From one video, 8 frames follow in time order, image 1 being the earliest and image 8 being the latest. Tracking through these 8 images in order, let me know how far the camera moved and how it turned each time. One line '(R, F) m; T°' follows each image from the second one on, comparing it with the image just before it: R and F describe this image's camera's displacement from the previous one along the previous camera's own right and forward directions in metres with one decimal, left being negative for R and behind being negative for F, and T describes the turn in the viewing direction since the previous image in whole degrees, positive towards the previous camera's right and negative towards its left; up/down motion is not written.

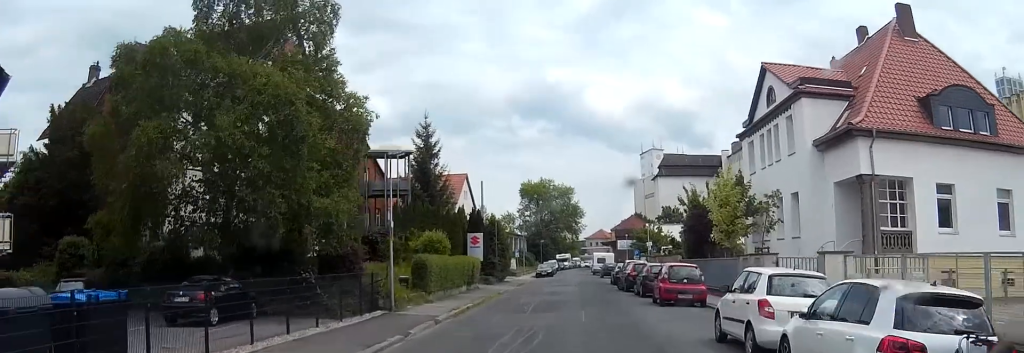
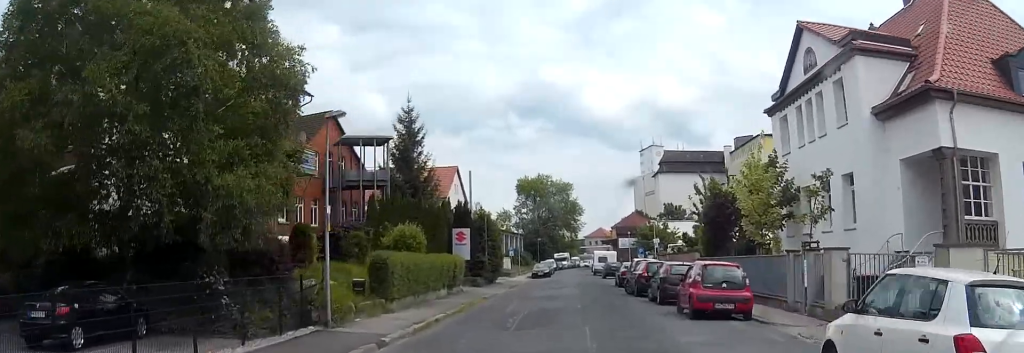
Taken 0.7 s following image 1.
(0.0, +6.5) m; 0°
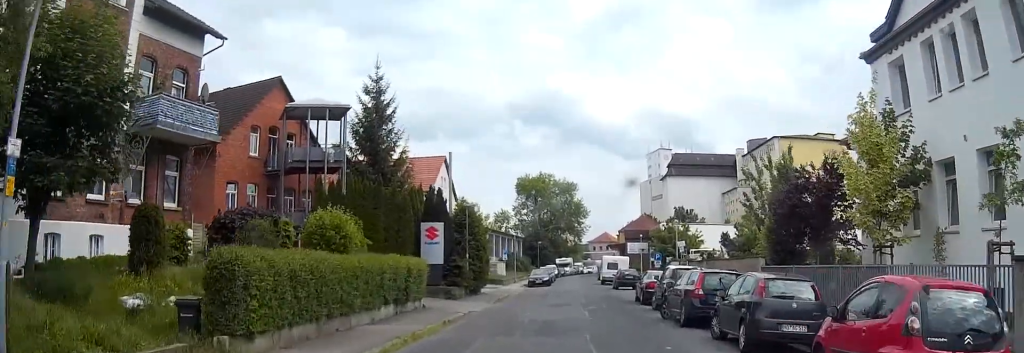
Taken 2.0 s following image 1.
(+0.1, +11.7) m; +1°
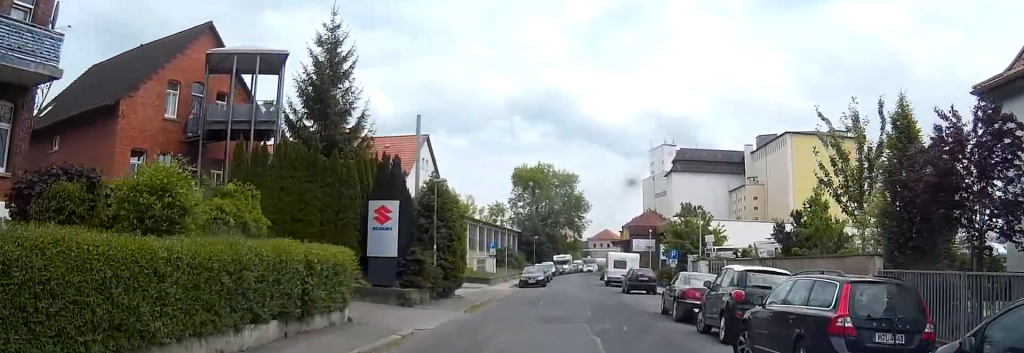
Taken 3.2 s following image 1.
(+0.1, +10.2) m; +2°
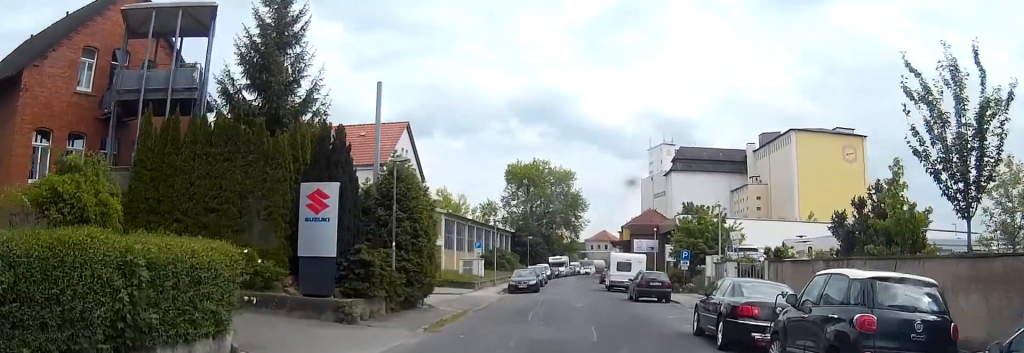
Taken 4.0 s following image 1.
(+0.1, +7.1) m; +1°
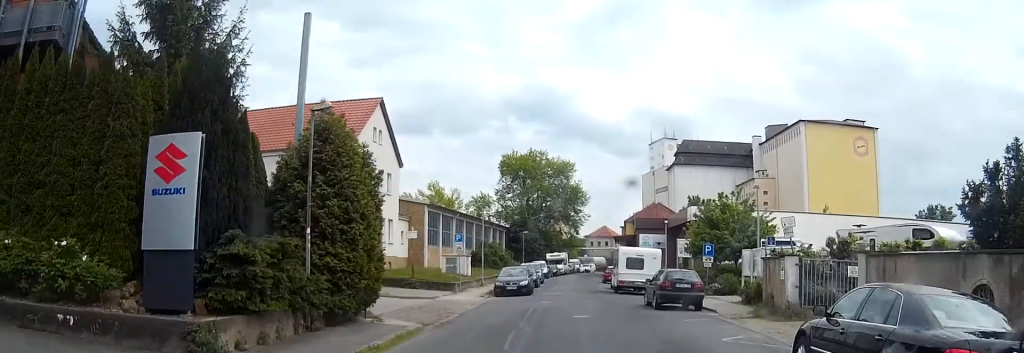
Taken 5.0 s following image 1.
(0.0, +8.4) m; 0°
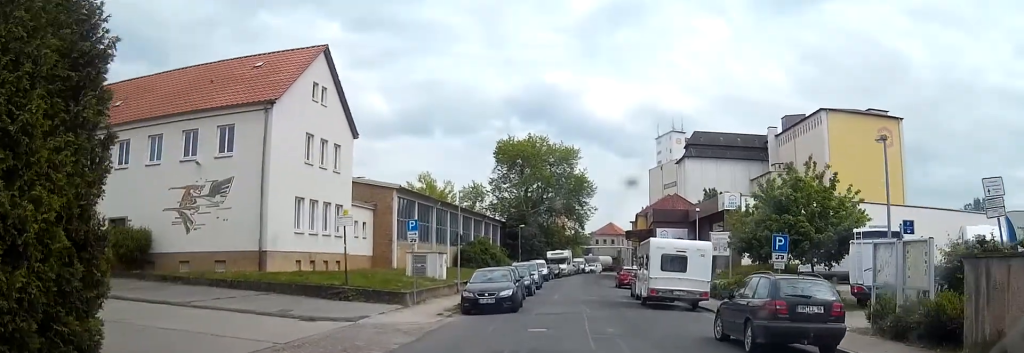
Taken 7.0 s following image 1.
(-0.3, +12.9) m; -2°
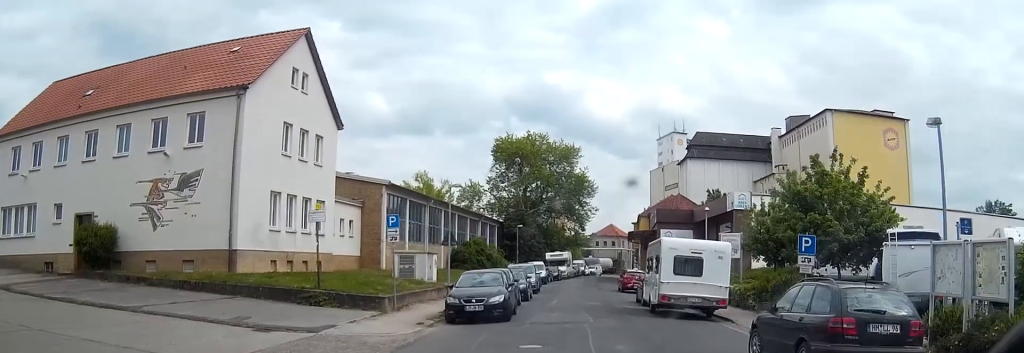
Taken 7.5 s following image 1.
(0.0, +3.2) m; 0°
